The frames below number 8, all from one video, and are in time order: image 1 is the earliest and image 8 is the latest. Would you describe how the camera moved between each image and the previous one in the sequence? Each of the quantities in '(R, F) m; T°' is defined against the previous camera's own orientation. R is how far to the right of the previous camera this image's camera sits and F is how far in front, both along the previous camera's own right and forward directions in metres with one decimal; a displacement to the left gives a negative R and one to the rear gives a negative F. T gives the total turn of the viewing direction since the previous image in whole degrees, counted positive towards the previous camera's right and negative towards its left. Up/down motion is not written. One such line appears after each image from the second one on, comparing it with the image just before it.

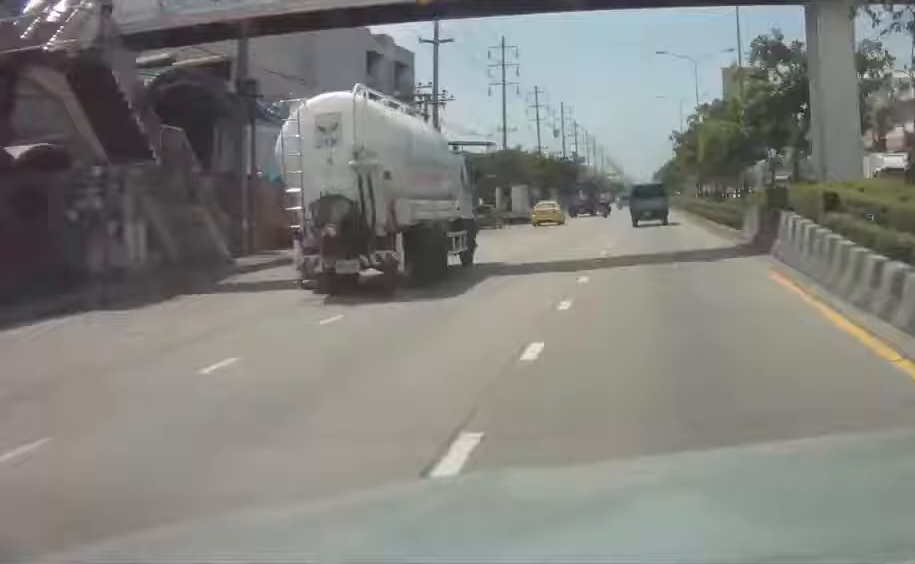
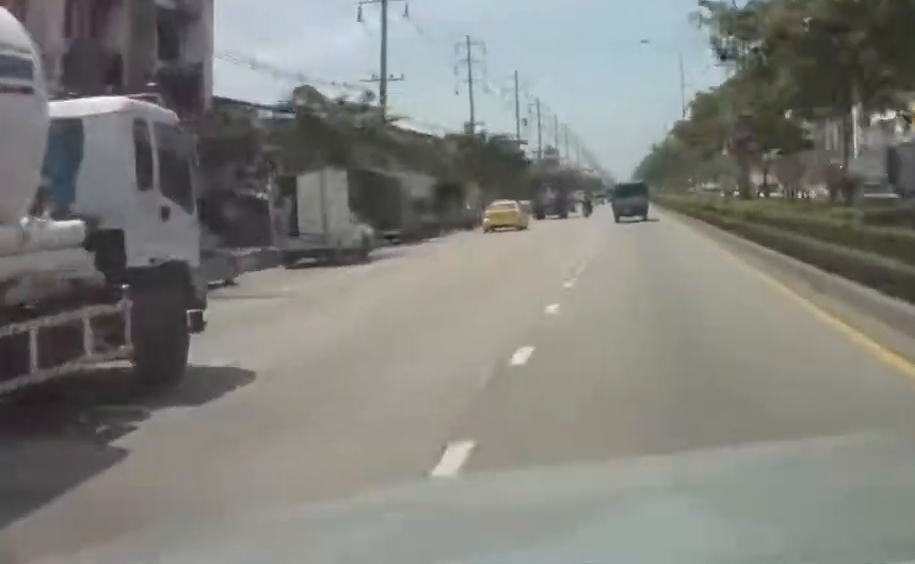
(+0.3, +45.0) m; +1°
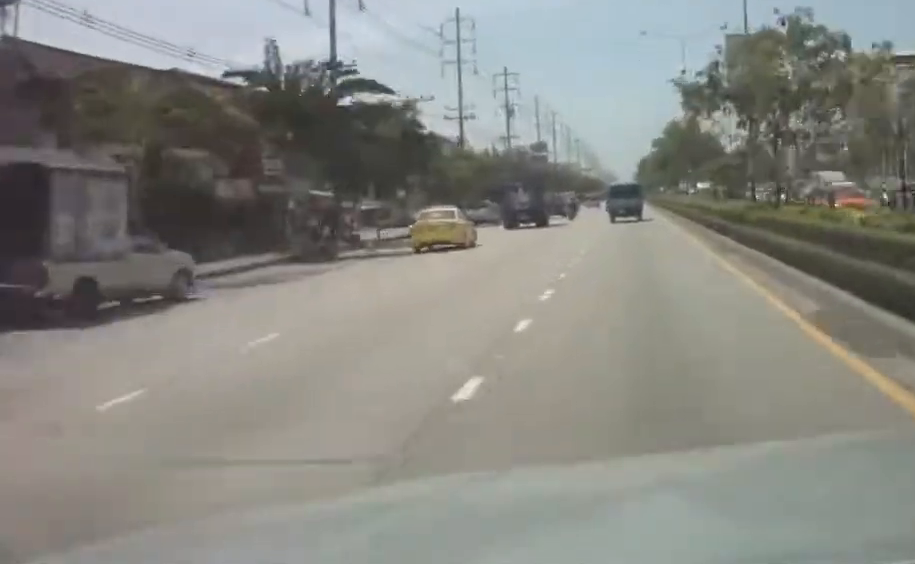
(+0.1, +45.6) m; 0°
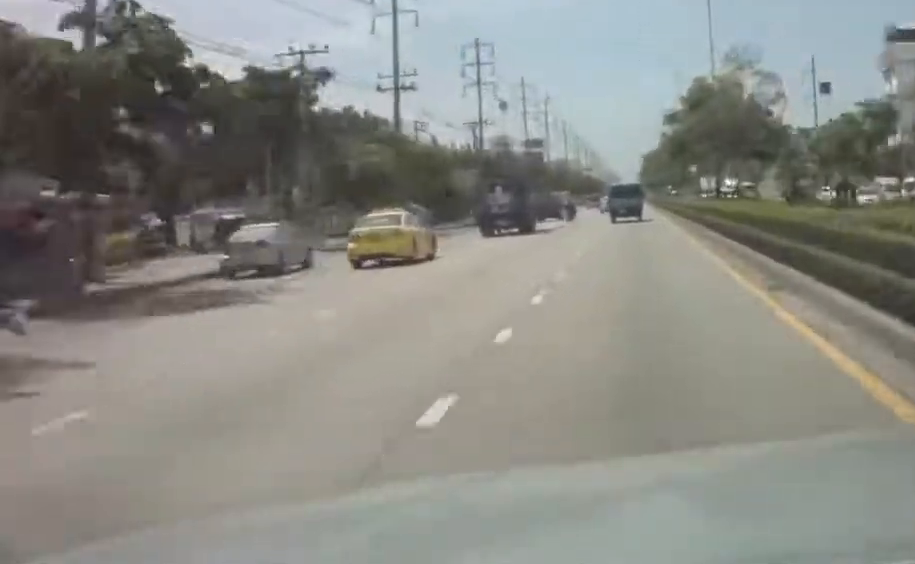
(-0.1, +23.9) m; 0°
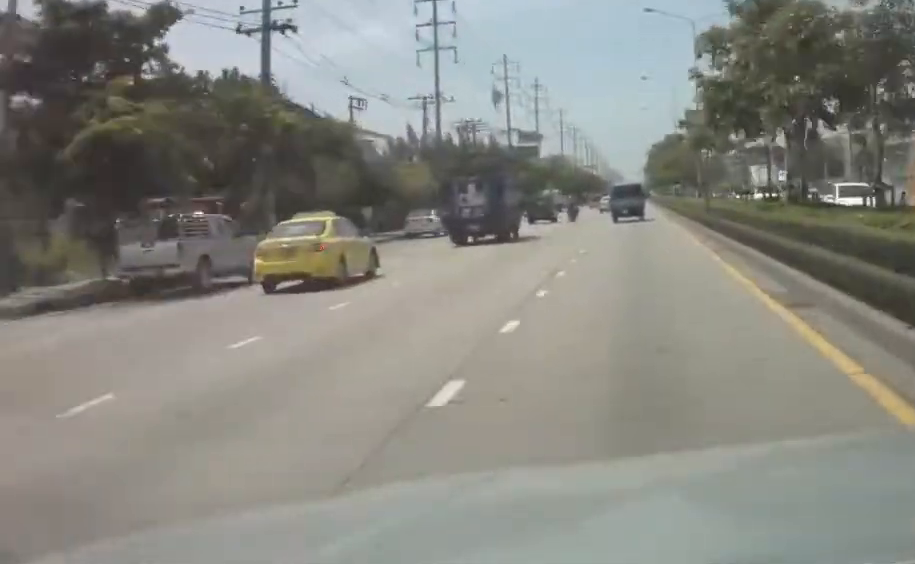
(-0.1, +22.3) m; 0°
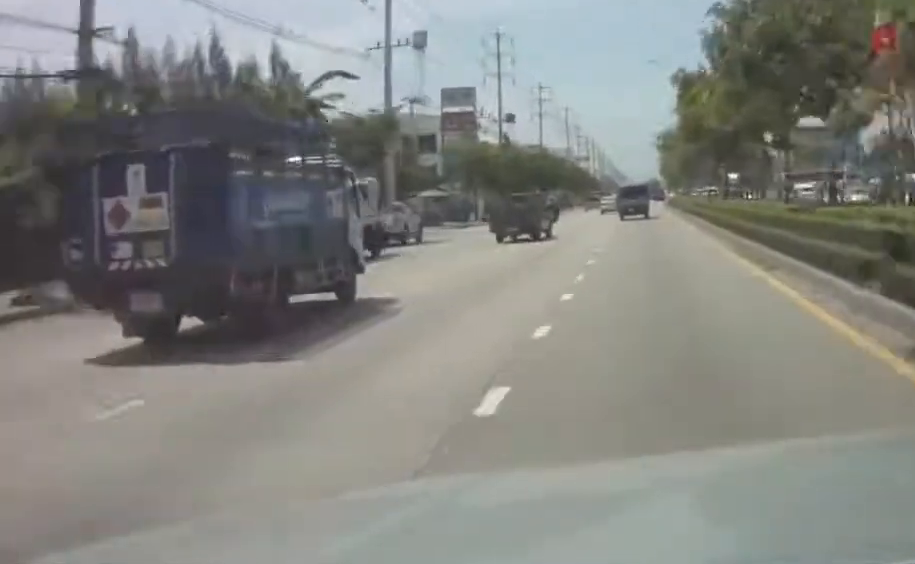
(-0.2, +92.5) m; 0°
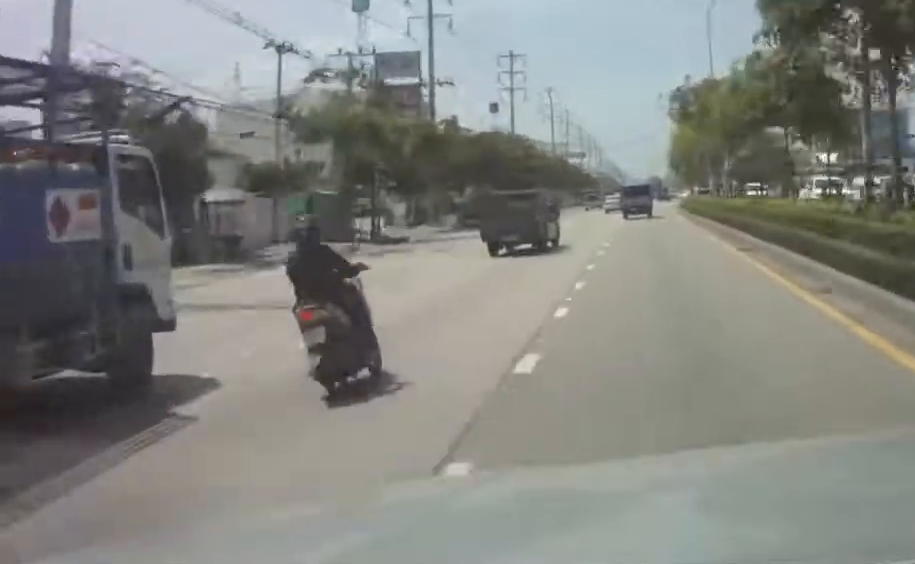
(-0.1, +35.5) m; 0°
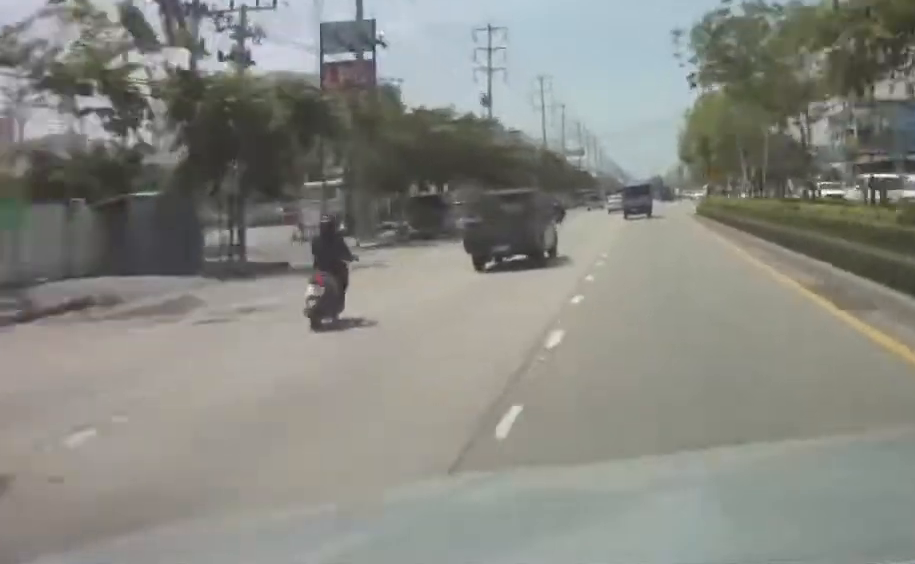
(+0.2, +18.2) m; 0°
